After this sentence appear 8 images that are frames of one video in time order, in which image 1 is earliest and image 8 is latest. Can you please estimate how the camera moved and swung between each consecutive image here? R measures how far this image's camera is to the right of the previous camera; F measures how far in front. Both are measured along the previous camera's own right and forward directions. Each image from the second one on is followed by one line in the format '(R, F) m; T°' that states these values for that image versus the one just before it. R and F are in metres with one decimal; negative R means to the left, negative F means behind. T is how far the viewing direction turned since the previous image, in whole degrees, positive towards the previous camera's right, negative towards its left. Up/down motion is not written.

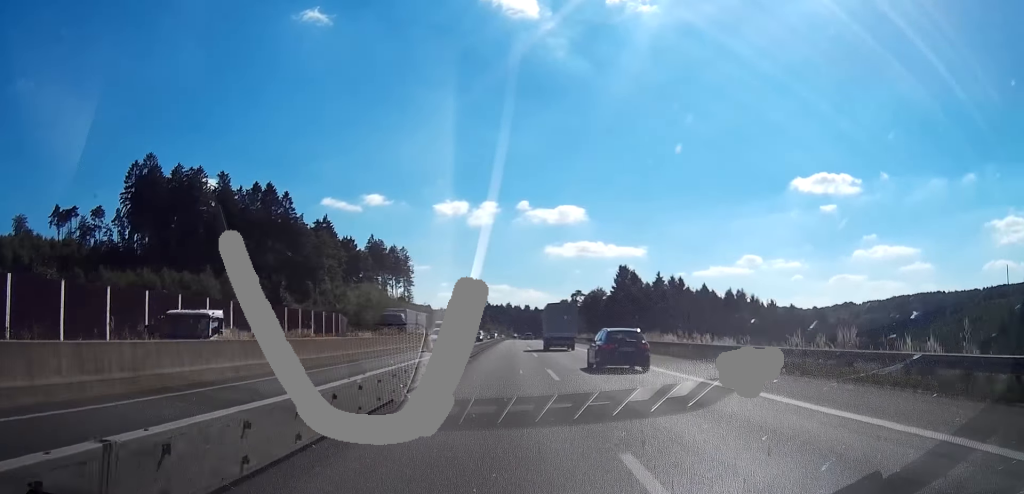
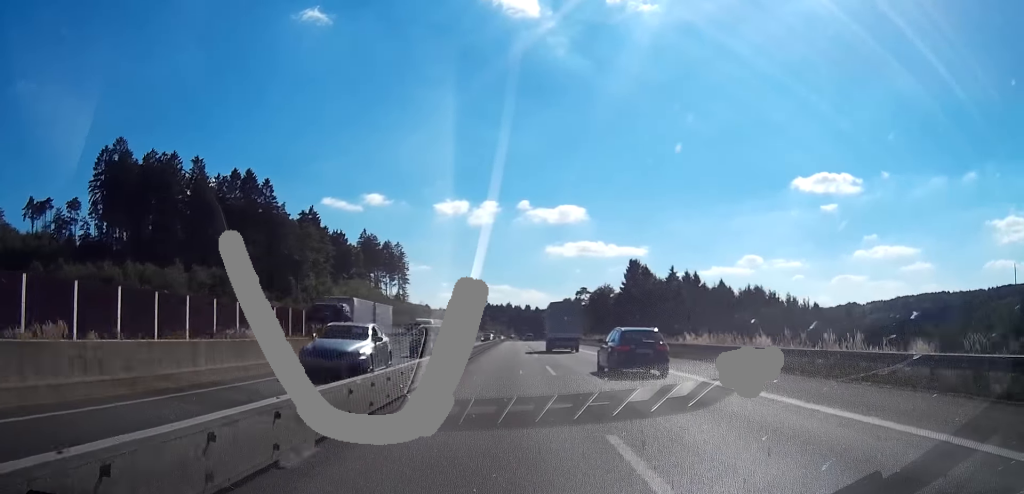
(0.0, +16.9) m; 0°
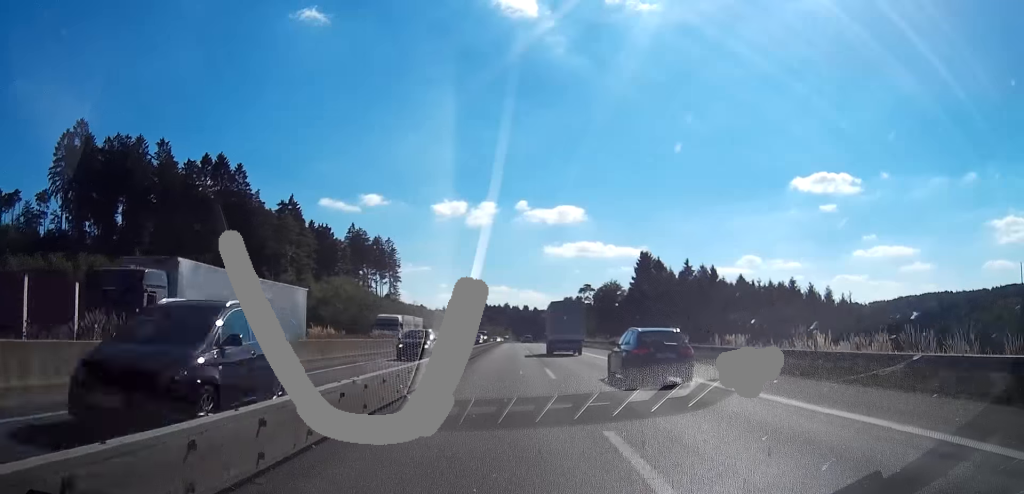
(0.0, +18.0) m; 0°
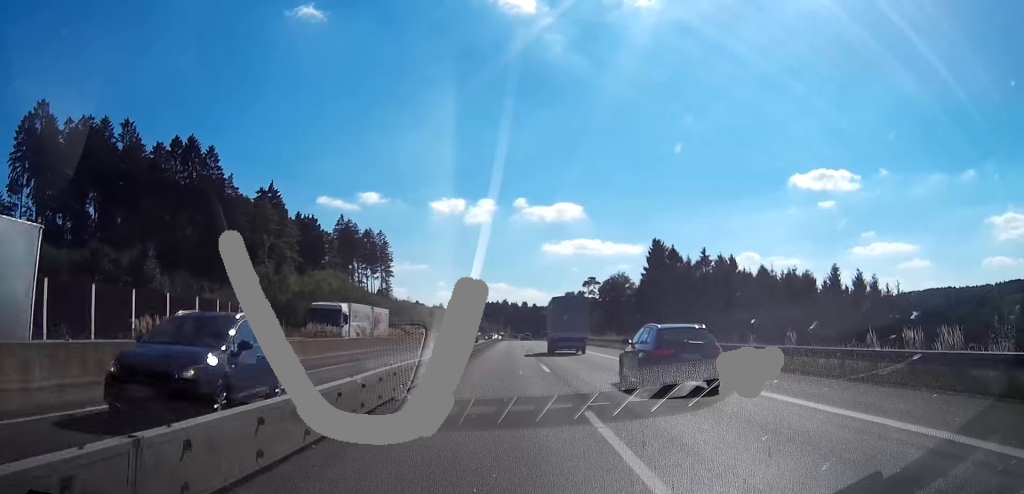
(0.0, +15.8) m; 0°
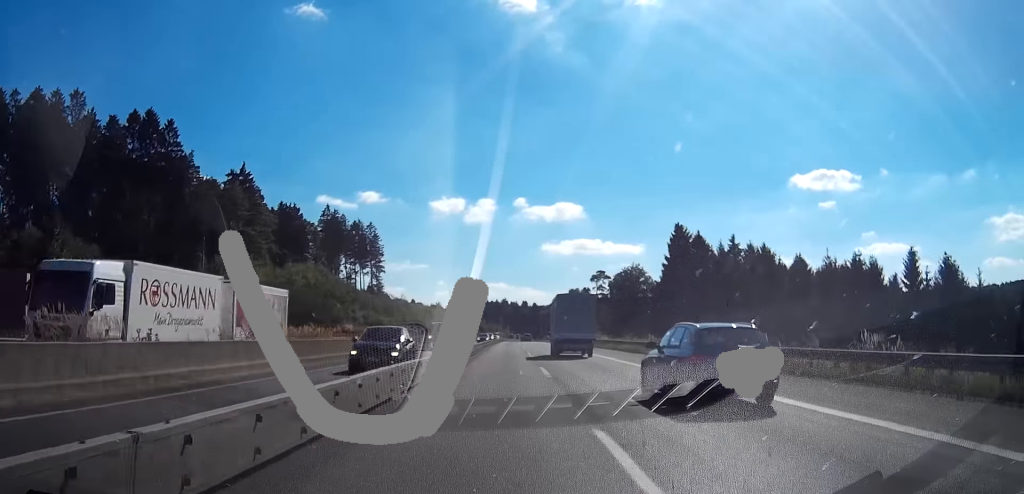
(0.0, +20.1) m; 0°
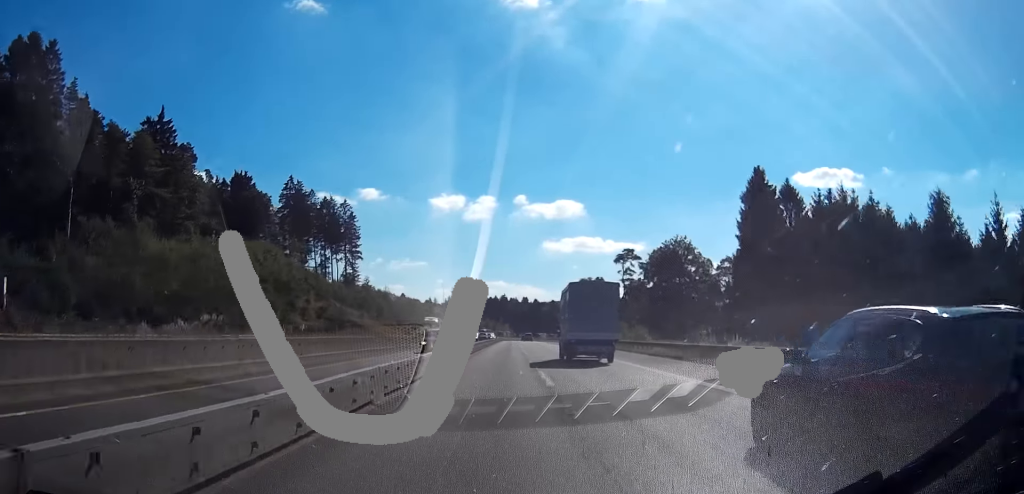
(+0.2, +41.8) m; 0°
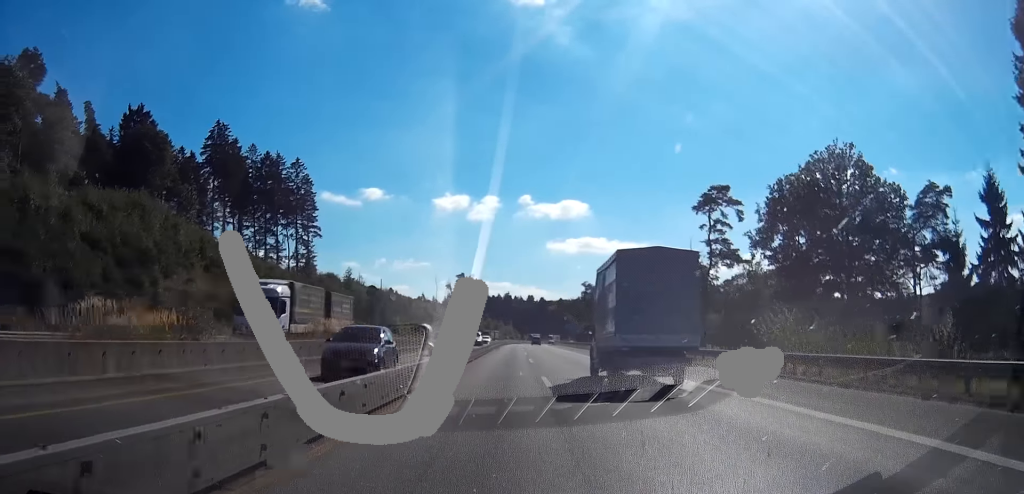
(+0.2, +56.8) m; 0°
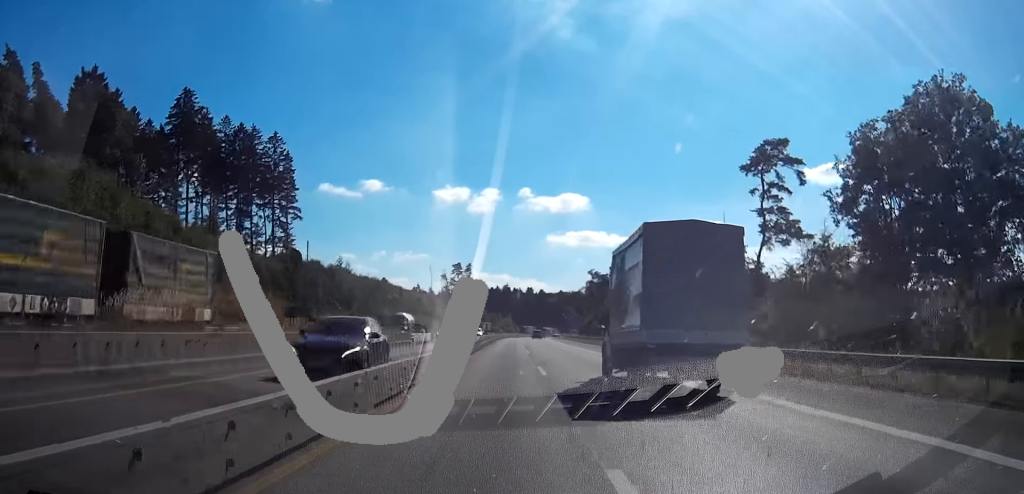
(0.0, +17.1) m; 0°
